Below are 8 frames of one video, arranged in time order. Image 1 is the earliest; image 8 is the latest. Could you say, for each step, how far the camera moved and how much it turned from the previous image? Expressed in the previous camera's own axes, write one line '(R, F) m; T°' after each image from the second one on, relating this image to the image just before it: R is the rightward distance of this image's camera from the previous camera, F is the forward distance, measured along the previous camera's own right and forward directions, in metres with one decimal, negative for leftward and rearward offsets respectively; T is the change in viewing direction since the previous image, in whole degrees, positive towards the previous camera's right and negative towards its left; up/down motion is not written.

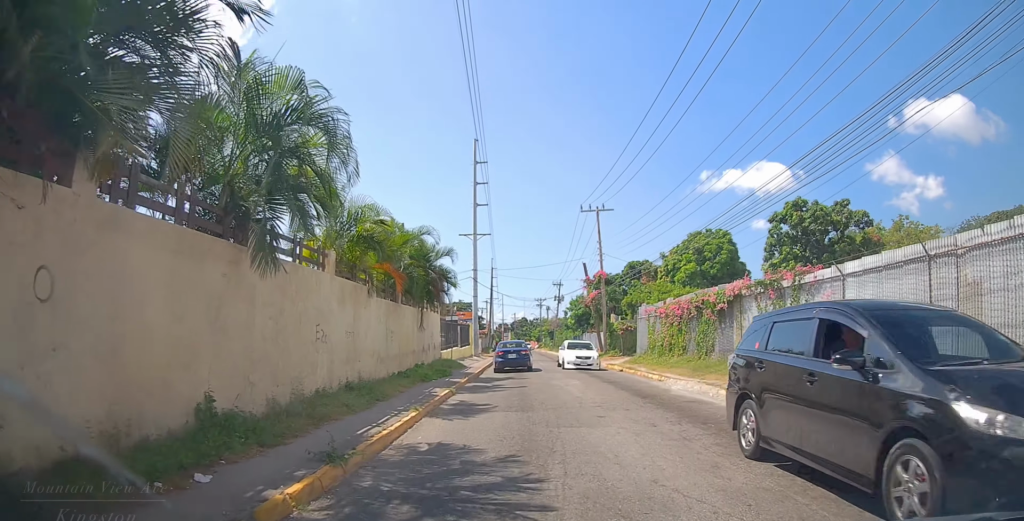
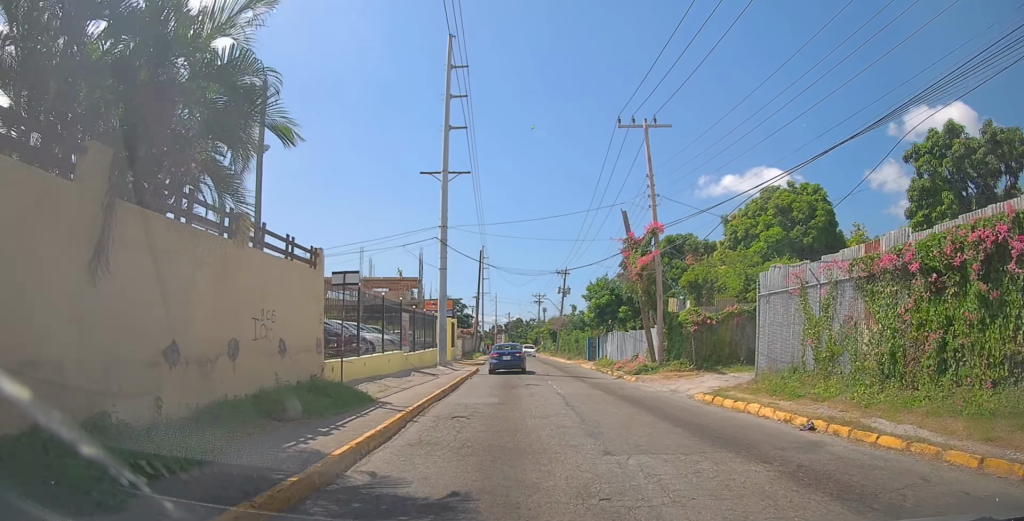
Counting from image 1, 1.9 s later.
(+0.5, +17.6) m; +2°
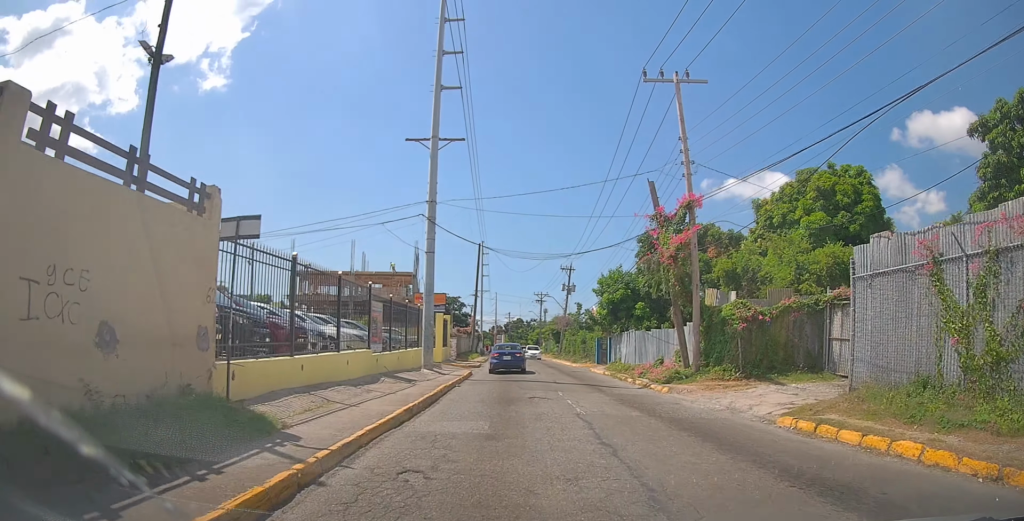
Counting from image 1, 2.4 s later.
(0.0, +4.9) m; 0°
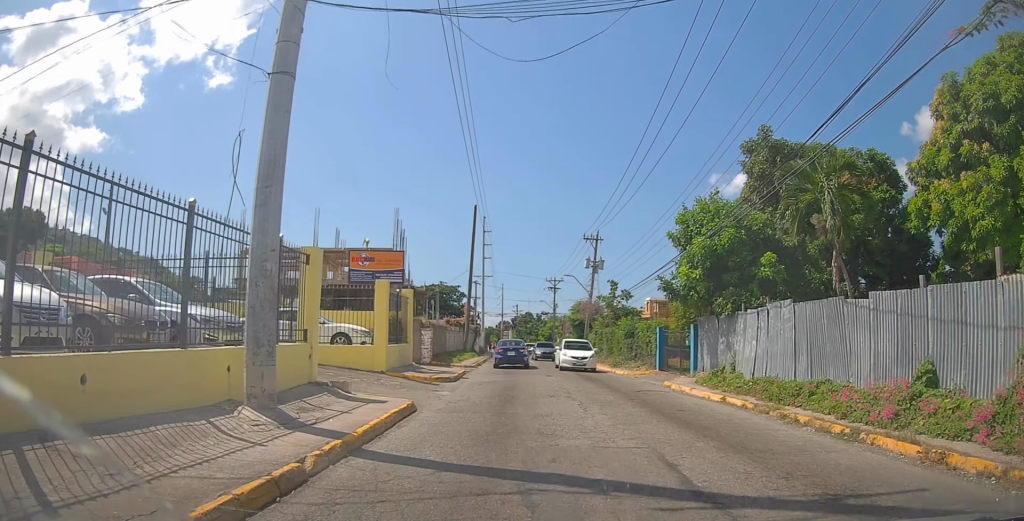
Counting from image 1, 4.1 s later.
(0.0, +16.1) m; 0°
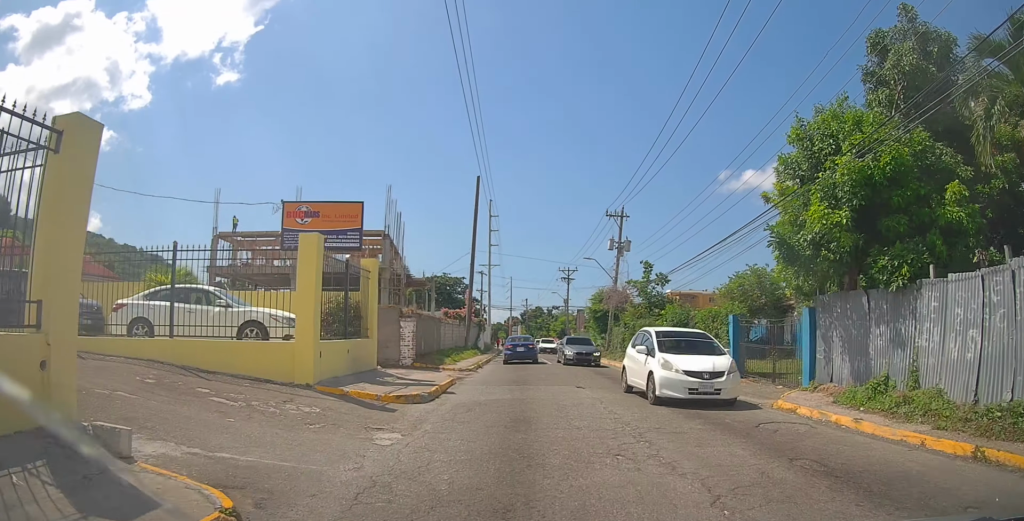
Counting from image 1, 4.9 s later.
(0.0, +7.4) m; 0°
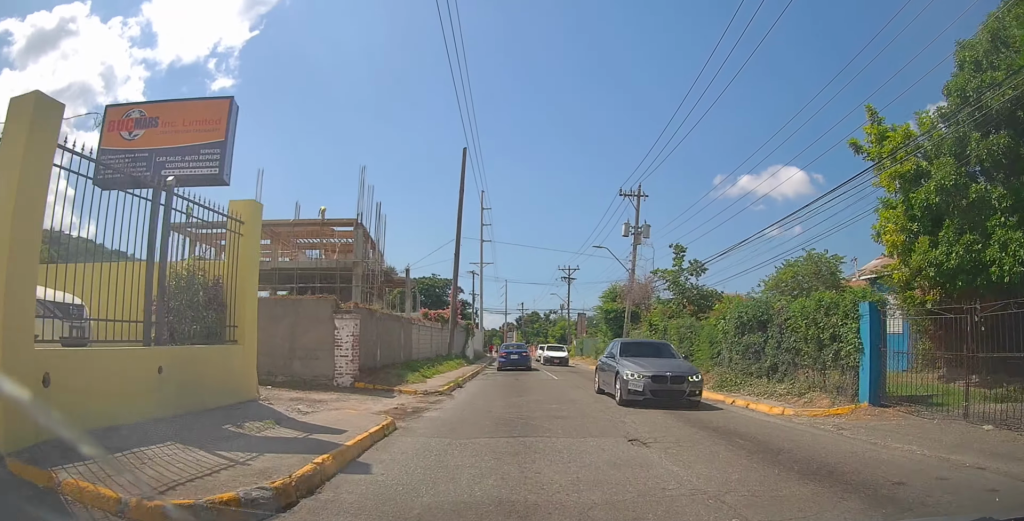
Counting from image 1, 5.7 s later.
(0.0, +7.3) m; 0°
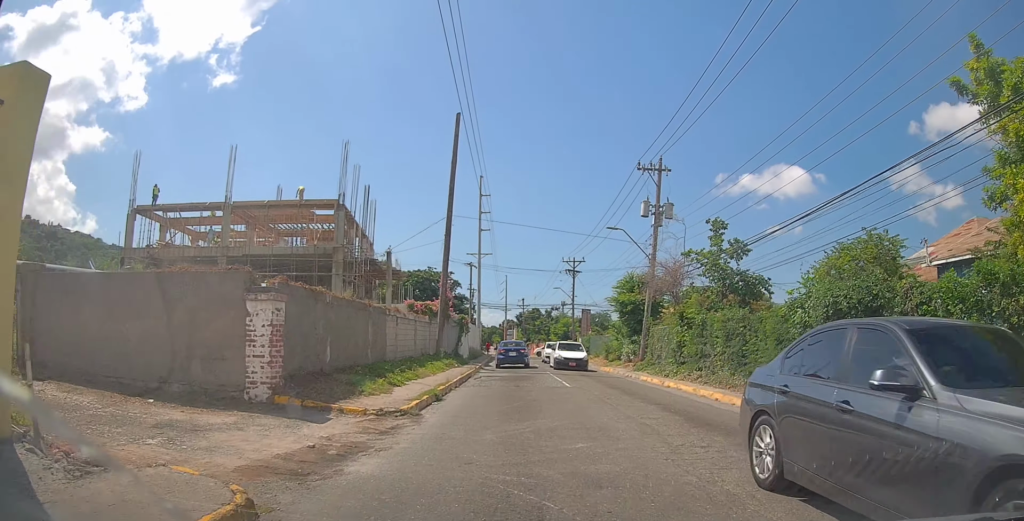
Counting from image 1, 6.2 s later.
(0.0, +5.0) m; 0°
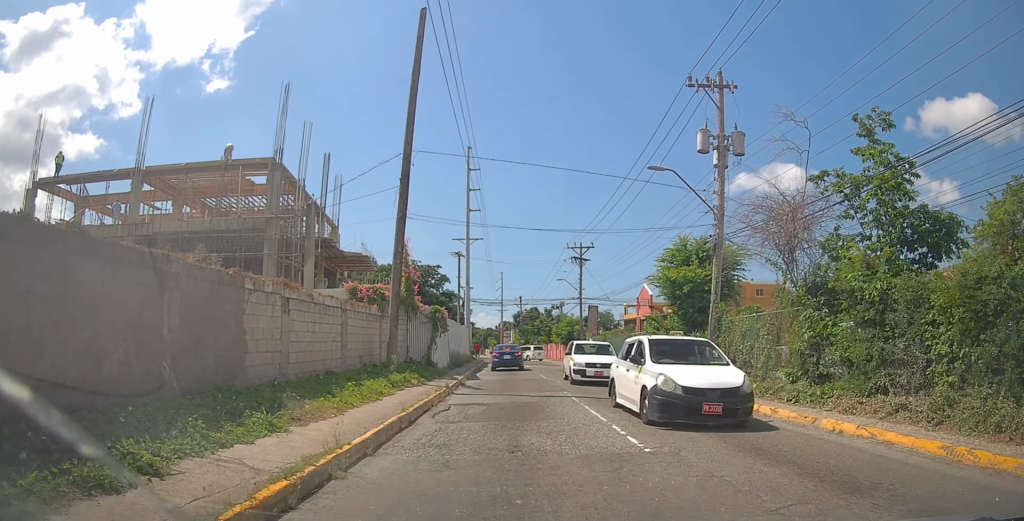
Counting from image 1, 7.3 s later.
(0.0, +10.0) m; 0°
